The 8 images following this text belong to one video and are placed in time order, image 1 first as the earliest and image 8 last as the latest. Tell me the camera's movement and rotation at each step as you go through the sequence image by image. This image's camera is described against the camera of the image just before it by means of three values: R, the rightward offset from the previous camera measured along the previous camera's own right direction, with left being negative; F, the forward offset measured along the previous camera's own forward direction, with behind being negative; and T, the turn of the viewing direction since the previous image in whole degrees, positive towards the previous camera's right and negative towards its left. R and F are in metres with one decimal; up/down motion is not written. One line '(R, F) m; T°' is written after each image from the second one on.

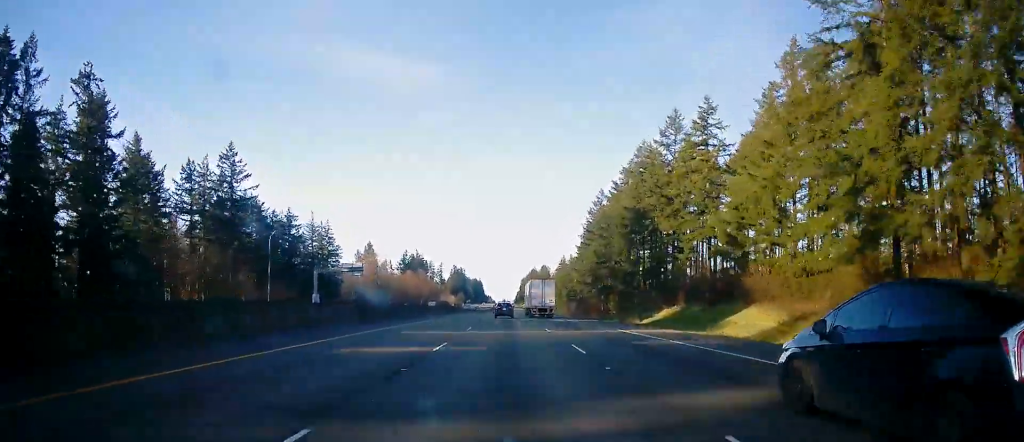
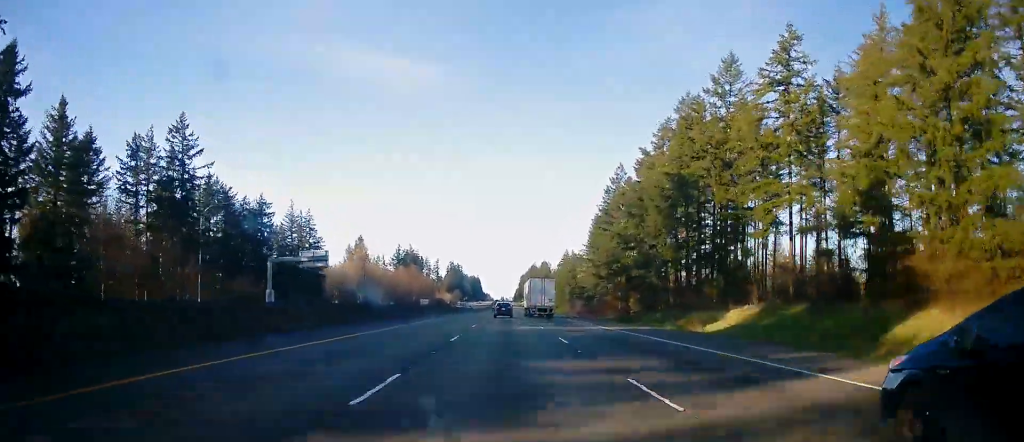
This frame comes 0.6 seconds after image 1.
(0.0, +20.0) m; 0°
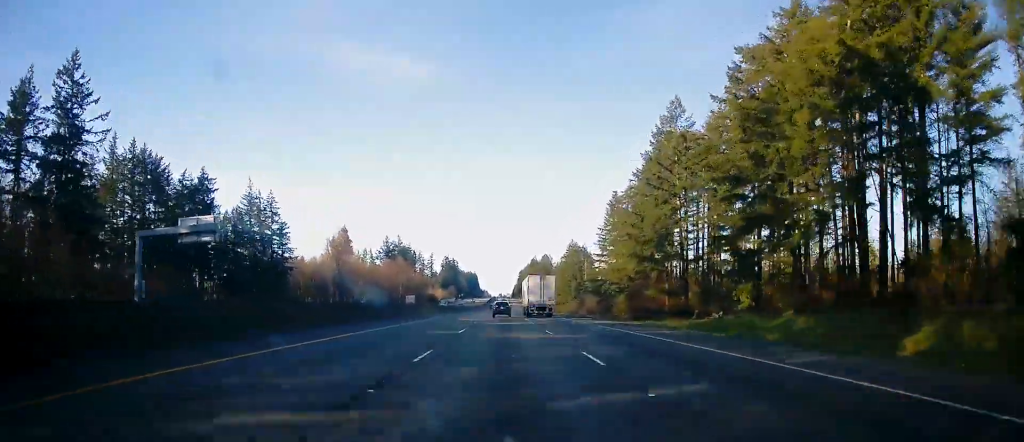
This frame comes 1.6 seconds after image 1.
(0.0, +31.6) m; 0°
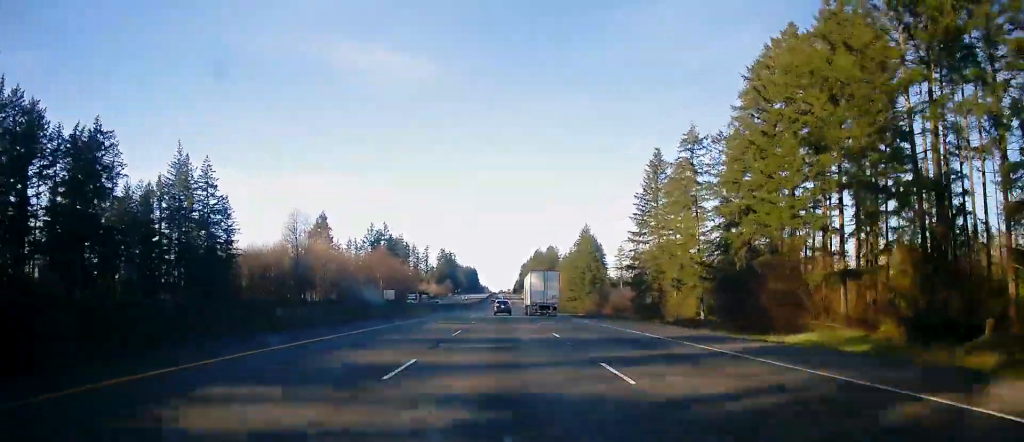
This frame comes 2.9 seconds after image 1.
(+0.1, +39.2) m; 0°
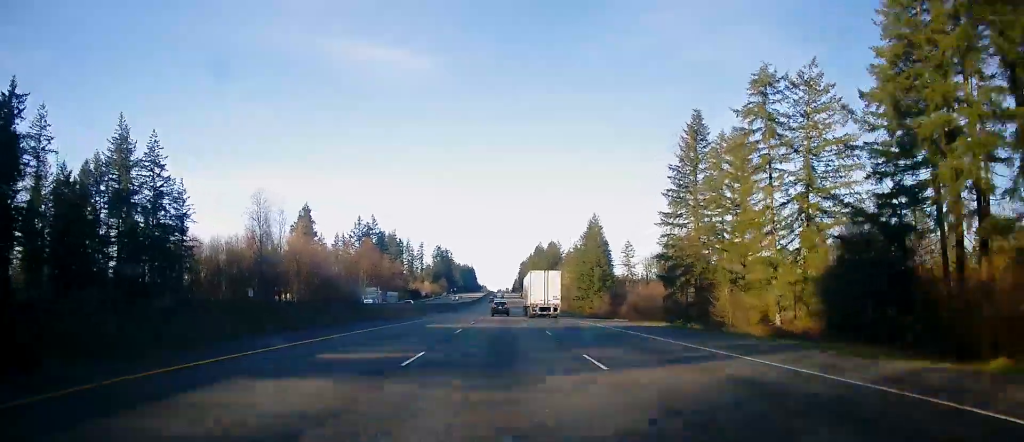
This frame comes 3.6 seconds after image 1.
(-0.2, +22.6) m; 0°
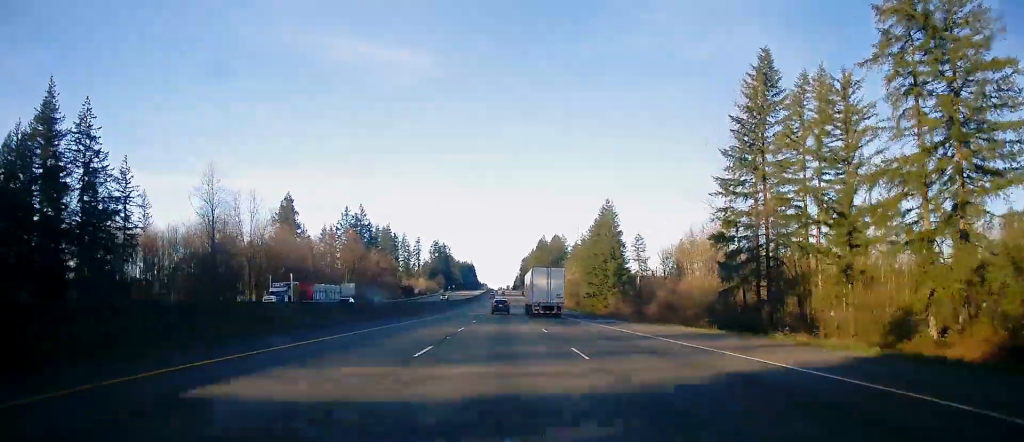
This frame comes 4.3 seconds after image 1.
(0.0, +22.6) m; 0°
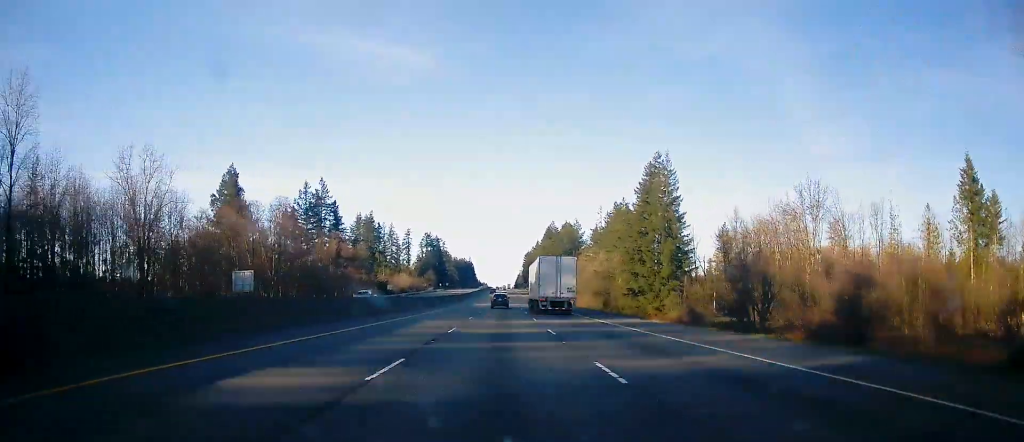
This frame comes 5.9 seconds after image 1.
(0.0, +52.9) m; 0°
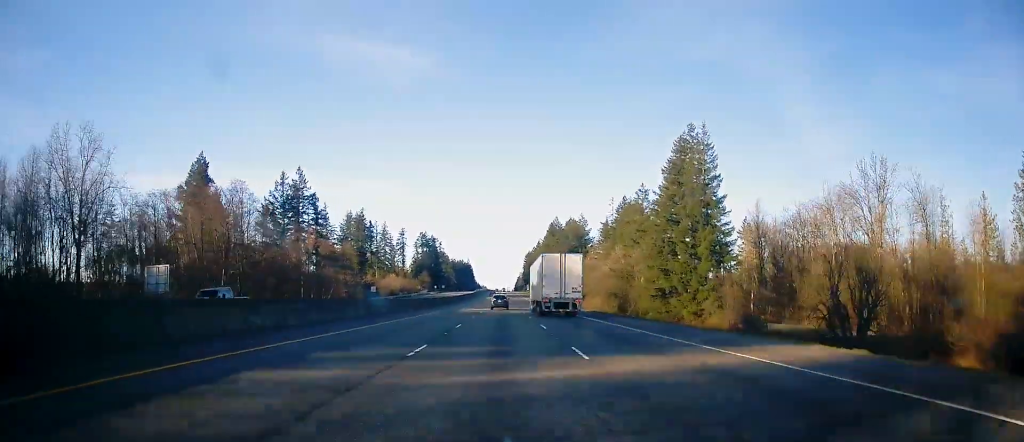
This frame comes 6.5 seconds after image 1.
(0.0, +20.5) m; +1°
